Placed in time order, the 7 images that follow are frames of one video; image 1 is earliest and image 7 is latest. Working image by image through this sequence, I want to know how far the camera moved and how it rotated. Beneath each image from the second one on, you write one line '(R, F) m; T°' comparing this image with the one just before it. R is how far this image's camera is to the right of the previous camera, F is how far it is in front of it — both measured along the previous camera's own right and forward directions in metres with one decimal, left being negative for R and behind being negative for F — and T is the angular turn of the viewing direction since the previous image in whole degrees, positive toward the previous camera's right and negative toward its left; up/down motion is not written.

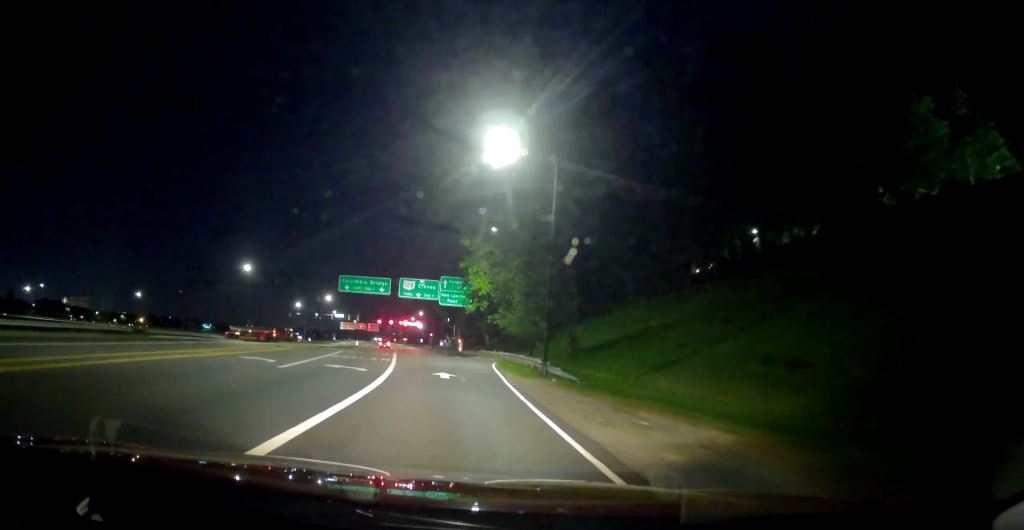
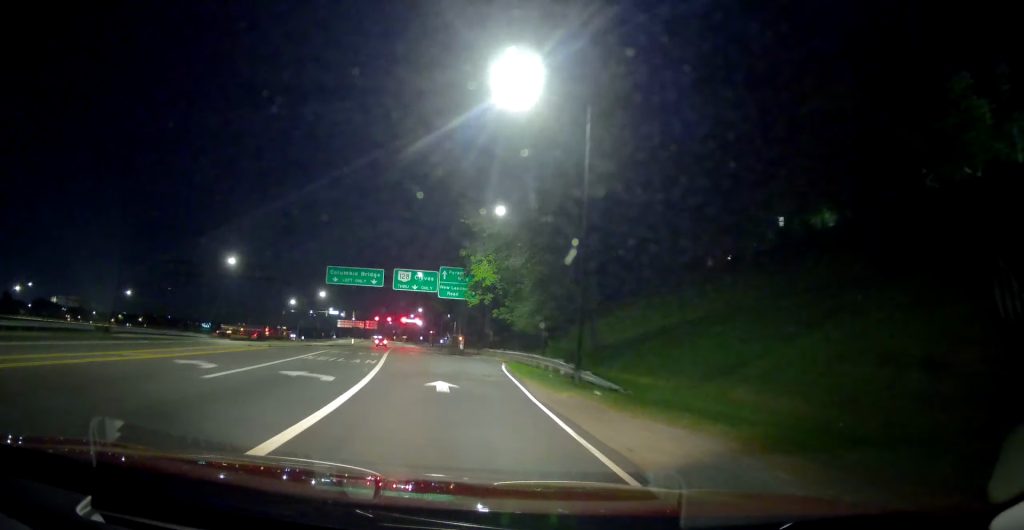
(-0.2, +6.1) m; 0°
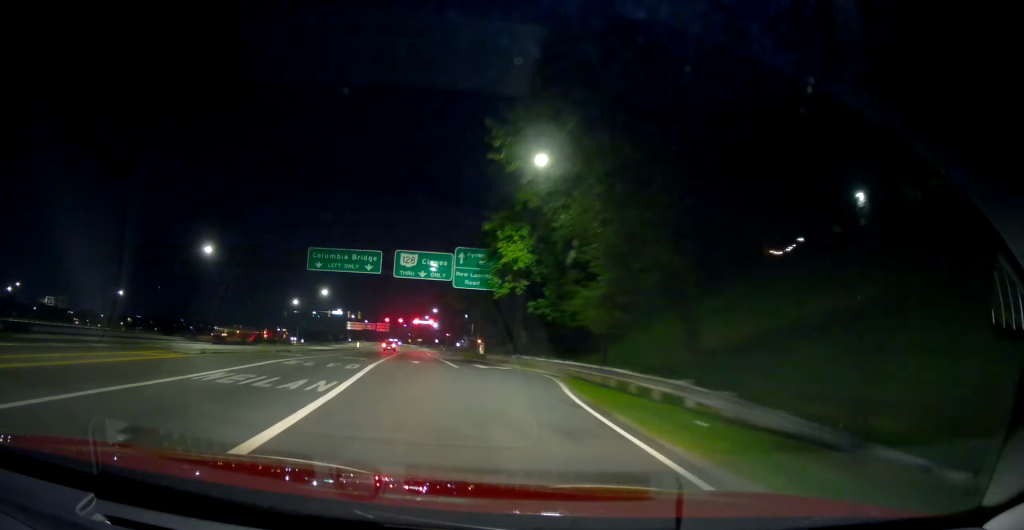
(-0.1, +12.4) m; 0°
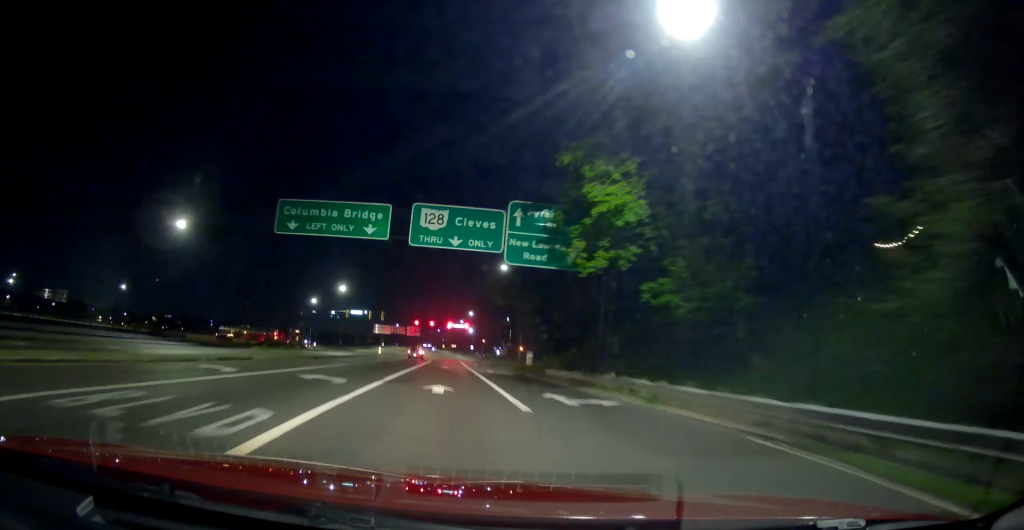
(+0.2, +14.9) m; -1°
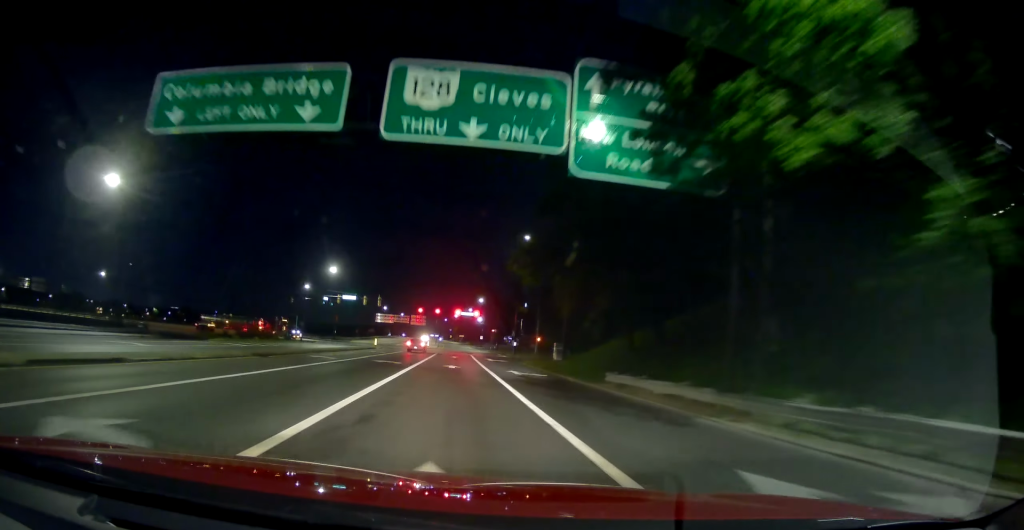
(-0.3, +12.6) m; -2°
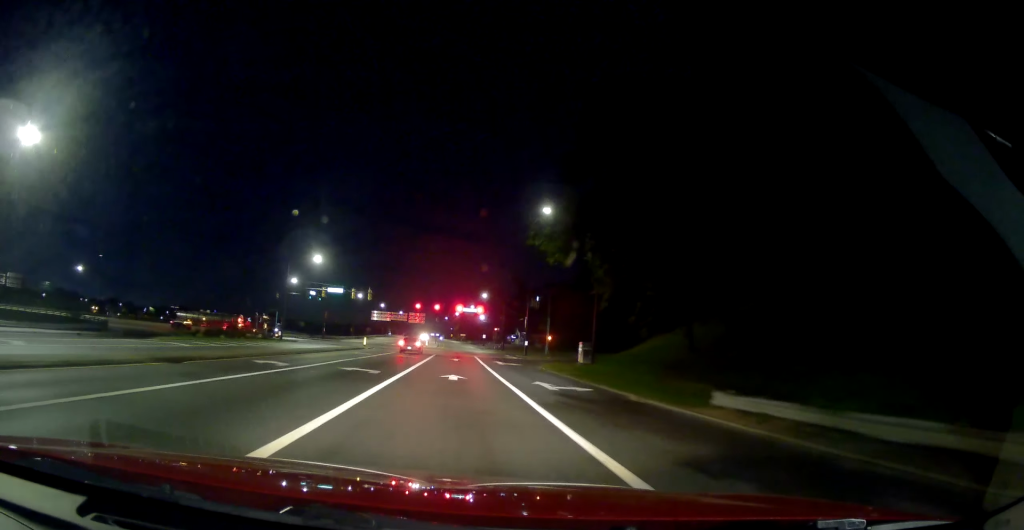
(-0.3, +10.0) m; 0°
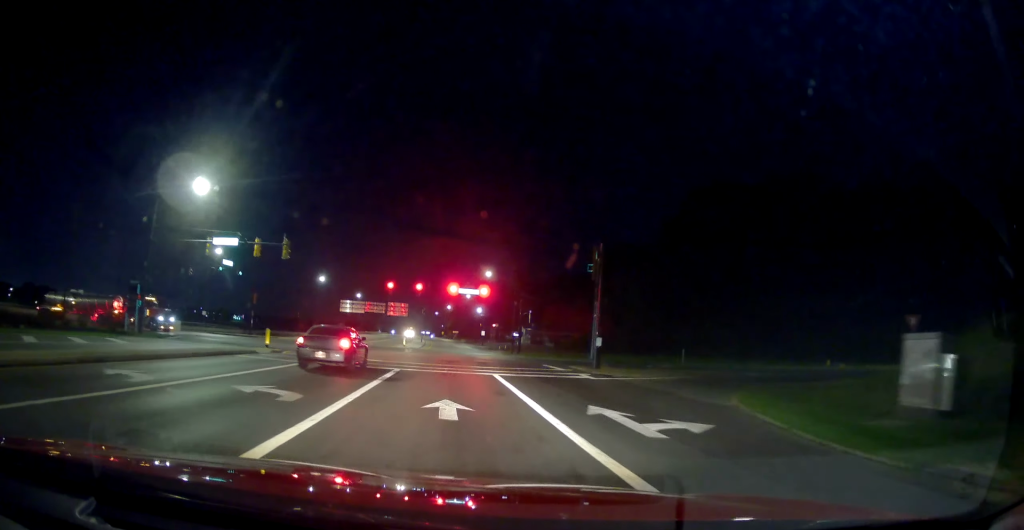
(+0.9, +34.0) m; -2°
